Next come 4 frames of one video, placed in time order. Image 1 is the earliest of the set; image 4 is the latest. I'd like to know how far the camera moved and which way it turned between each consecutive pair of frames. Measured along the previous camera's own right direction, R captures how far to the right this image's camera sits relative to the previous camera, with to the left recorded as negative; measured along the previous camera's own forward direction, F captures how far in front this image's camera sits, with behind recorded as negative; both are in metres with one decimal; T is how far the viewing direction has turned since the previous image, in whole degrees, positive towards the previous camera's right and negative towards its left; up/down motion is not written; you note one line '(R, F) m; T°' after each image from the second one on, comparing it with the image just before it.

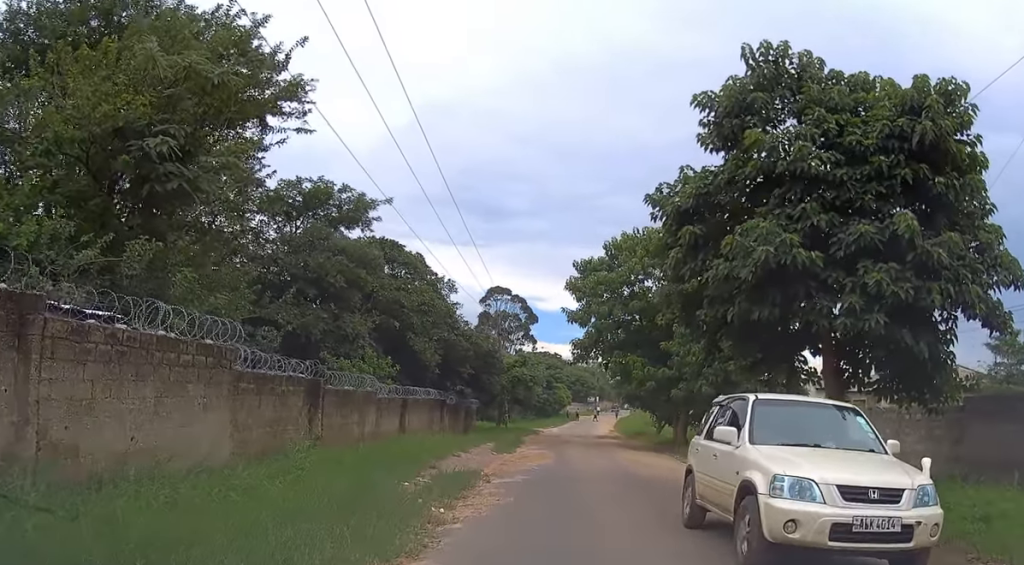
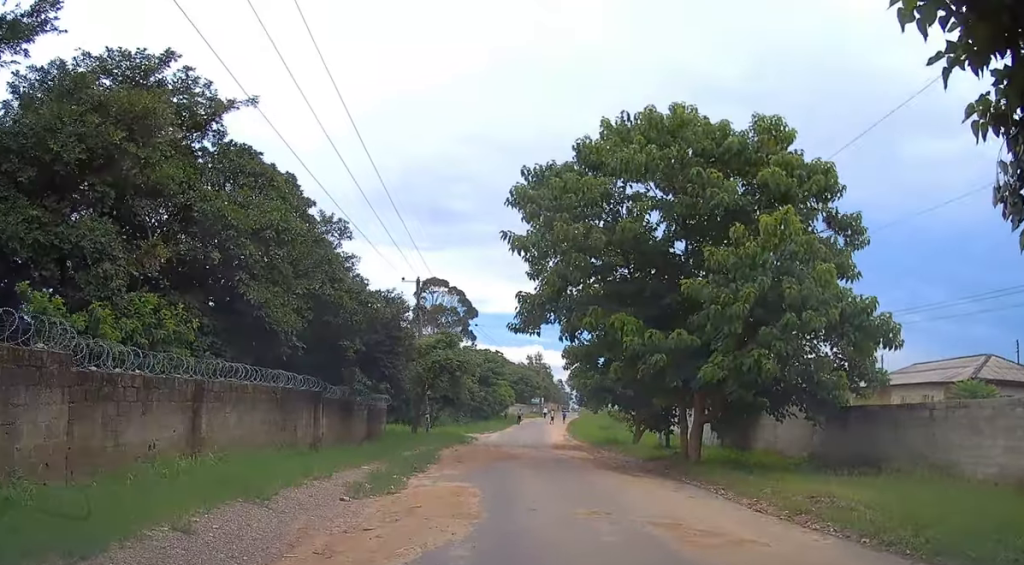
(+0.3, +11.7) m; +2°
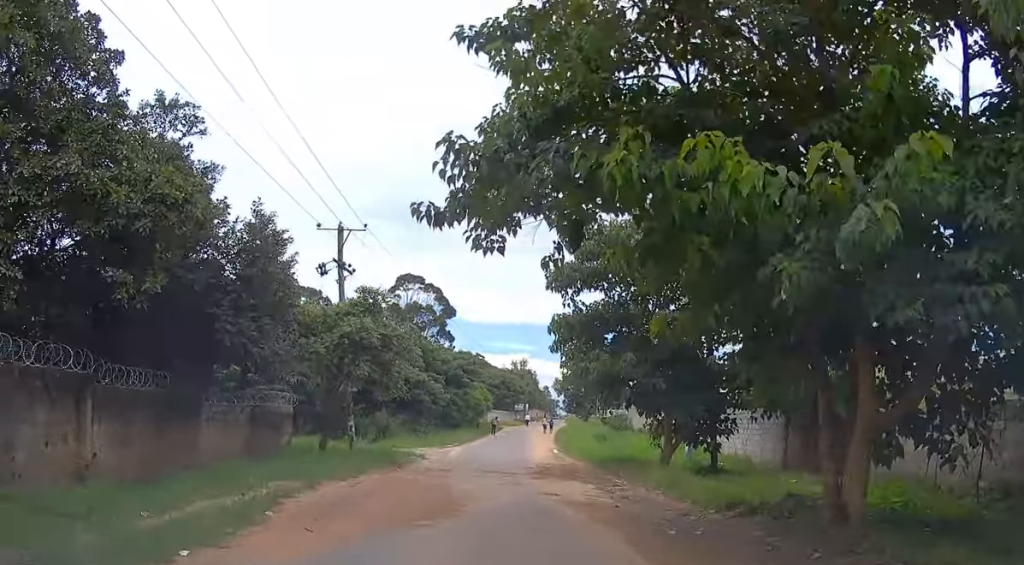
(+0.3, +12.2) m; +1°
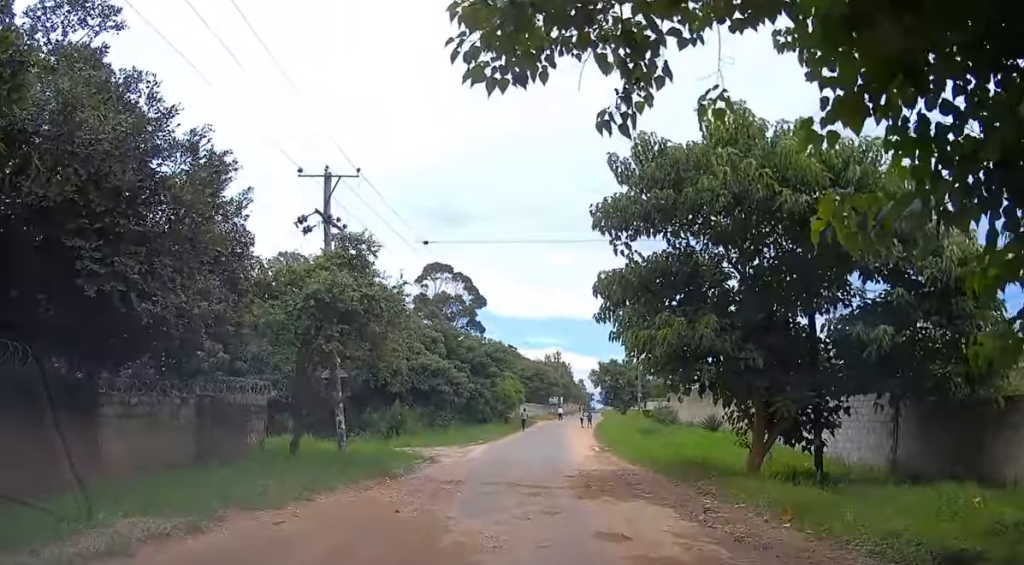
(-0.2, +6.2) m; -1°
